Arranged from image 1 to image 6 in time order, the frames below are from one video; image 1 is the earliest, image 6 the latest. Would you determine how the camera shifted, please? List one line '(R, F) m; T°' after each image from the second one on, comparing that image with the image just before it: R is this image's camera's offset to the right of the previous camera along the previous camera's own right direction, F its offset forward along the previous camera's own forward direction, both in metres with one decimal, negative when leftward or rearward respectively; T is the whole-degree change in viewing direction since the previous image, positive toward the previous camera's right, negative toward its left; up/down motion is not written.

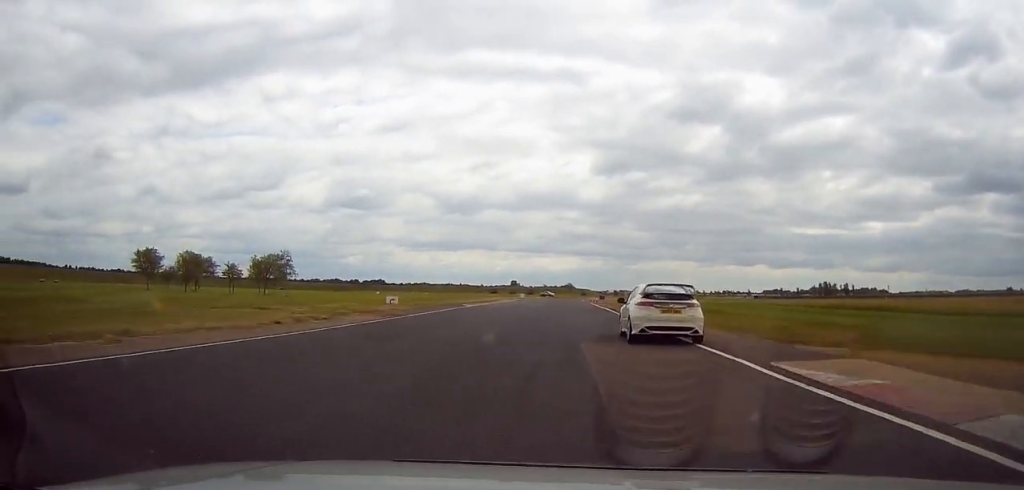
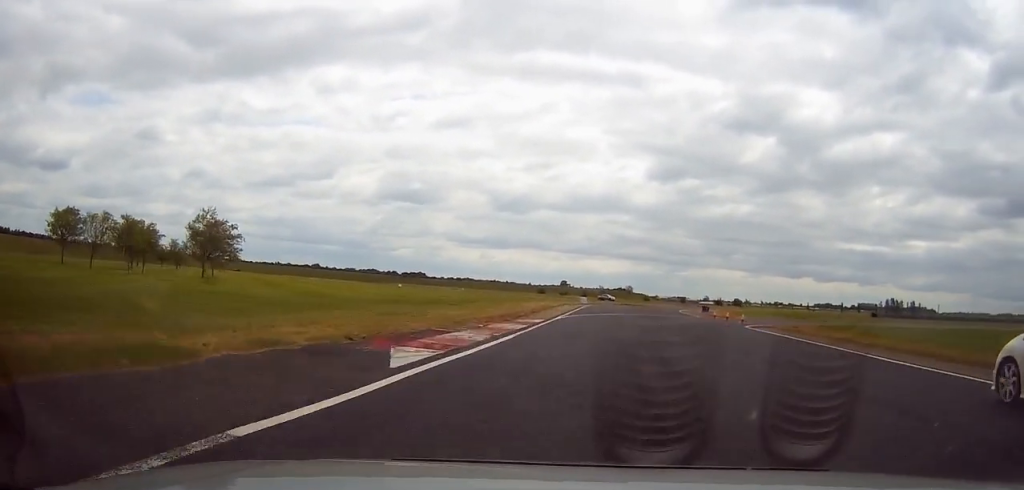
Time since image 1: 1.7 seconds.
(-4.9, +39.4) m; -6°
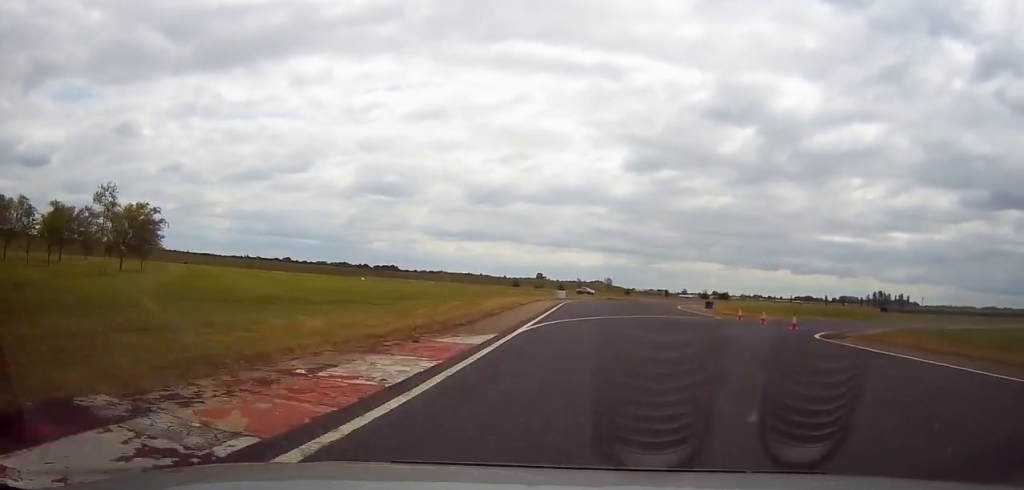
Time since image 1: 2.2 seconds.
(+0.5, +13.5) m; +1°
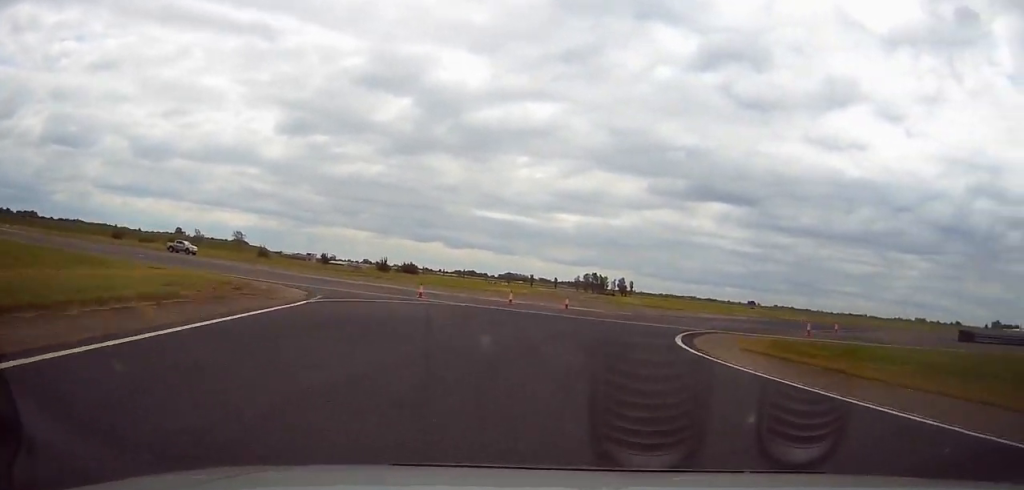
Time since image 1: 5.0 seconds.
(+12.8, +81.1) m; +31°
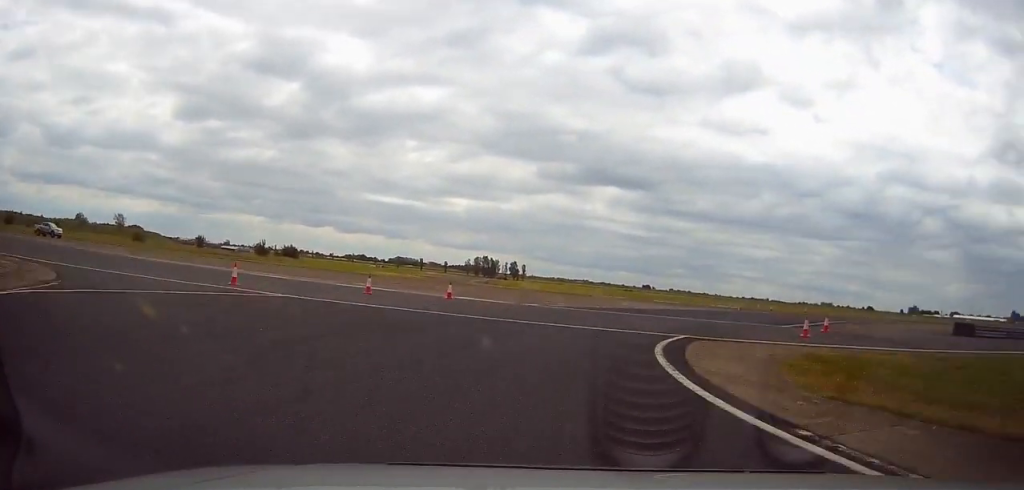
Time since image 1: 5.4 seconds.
(+0.7, +10.7) m; +9°
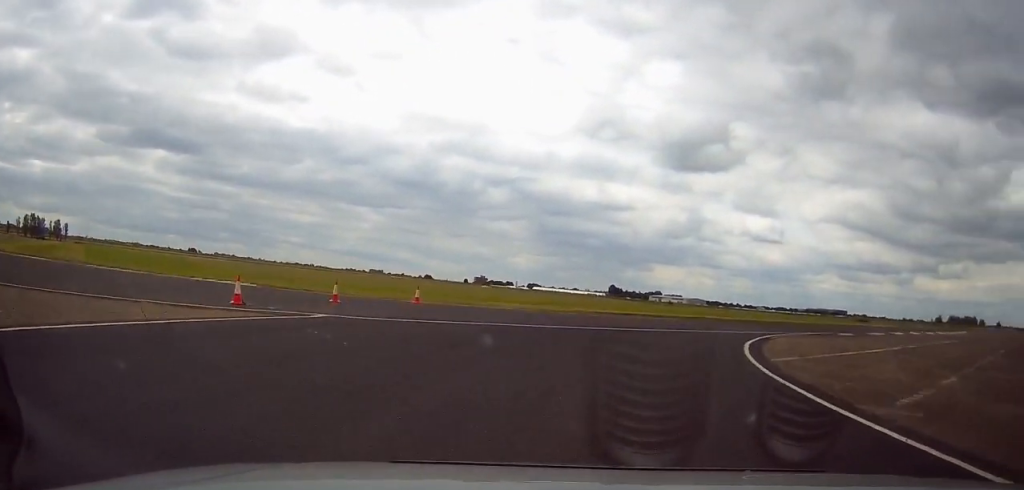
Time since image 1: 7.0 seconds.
(+12.2, +36.2) m; +39°
